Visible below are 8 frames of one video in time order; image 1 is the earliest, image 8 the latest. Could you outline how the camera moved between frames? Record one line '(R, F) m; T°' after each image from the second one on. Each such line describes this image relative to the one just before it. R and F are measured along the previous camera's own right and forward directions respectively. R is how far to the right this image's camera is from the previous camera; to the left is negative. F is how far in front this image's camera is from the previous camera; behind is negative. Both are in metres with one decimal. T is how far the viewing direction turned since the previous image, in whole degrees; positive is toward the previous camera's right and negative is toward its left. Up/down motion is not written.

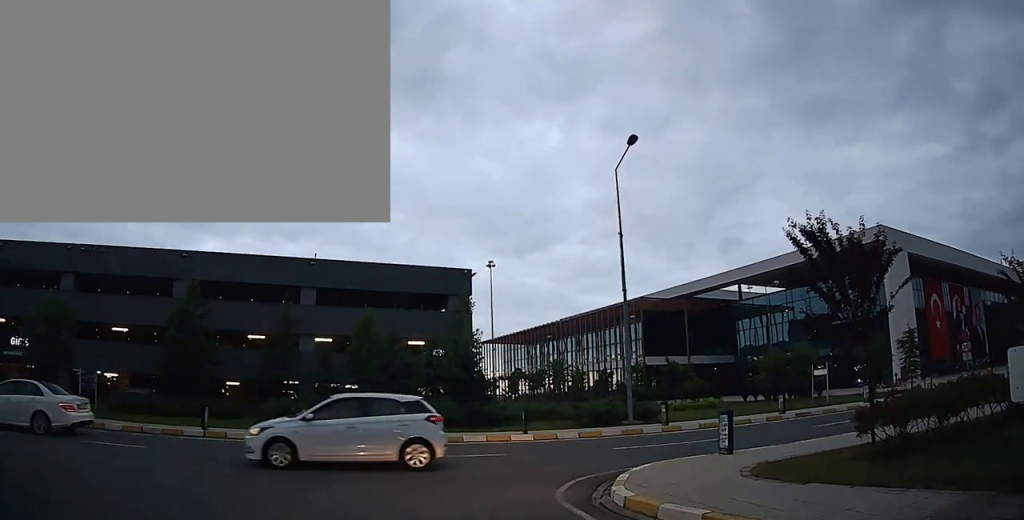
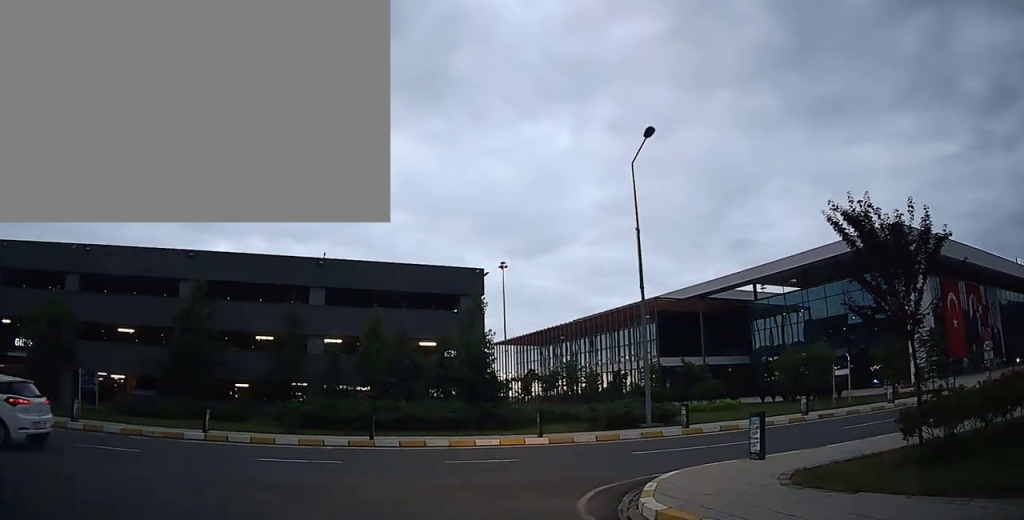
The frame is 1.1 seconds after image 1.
(-0.1, +0.9) m; -11°
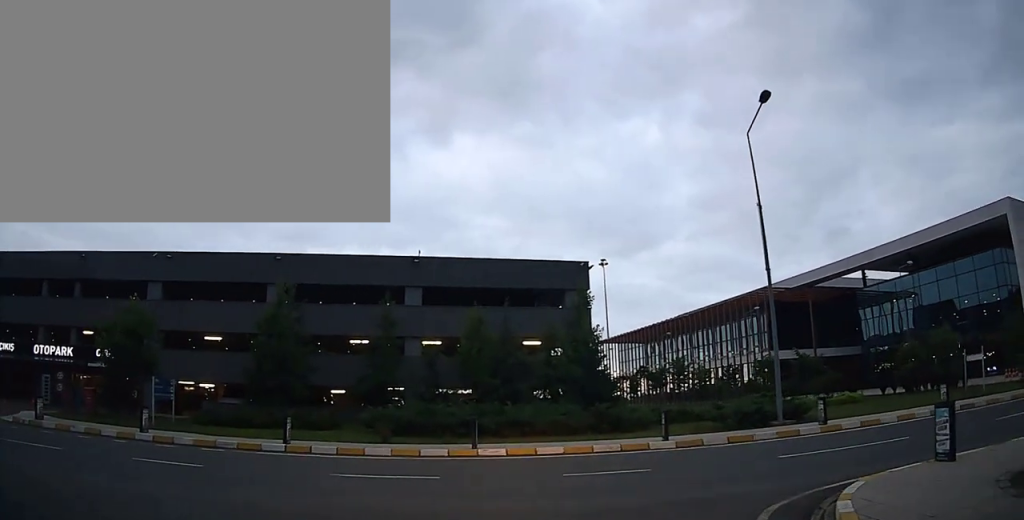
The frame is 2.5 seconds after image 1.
(-0.3, +2.2) m; -11°
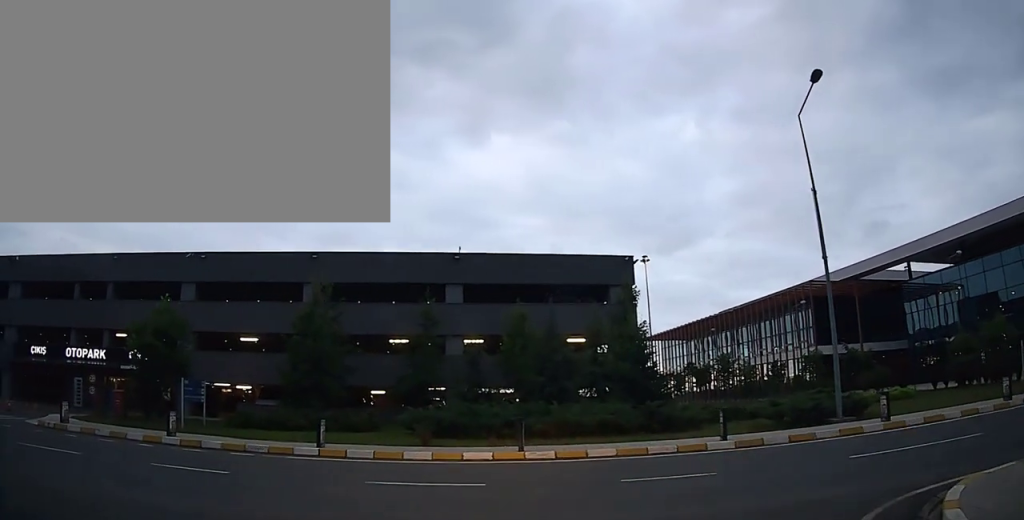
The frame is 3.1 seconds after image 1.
(0.0, +0.9) m; -1°
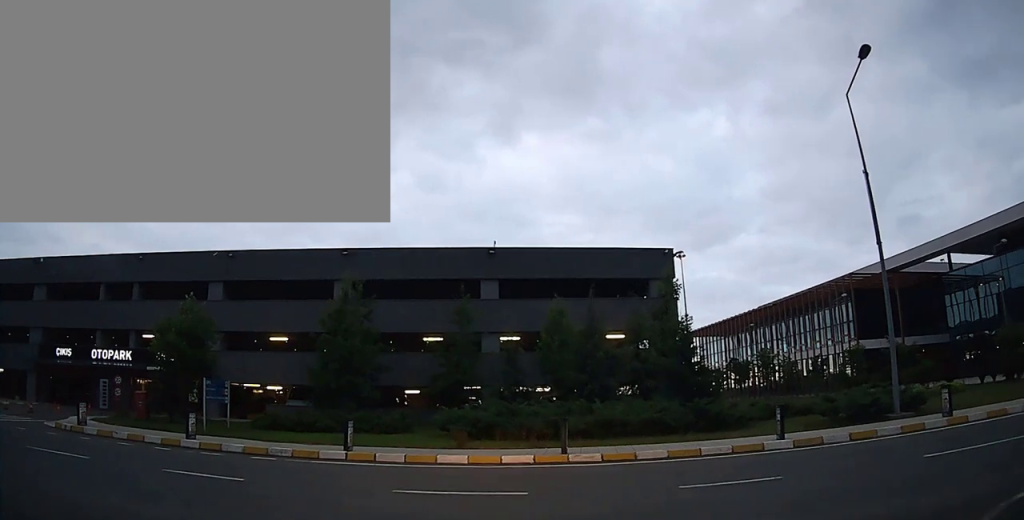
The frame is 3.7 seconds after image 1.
(0.0, +1.0) m; -4°
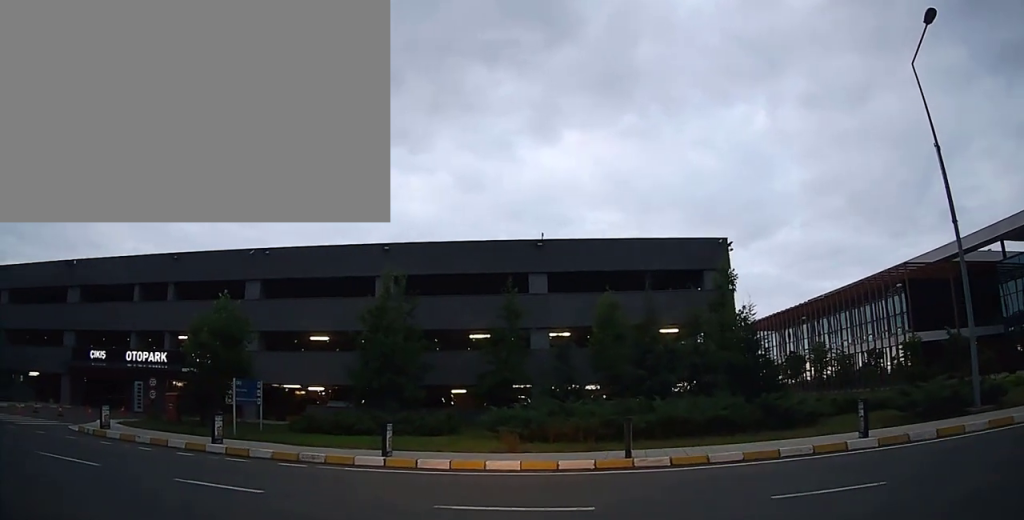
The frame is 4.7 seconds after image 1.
(-0.2, +1.7) m; -14°
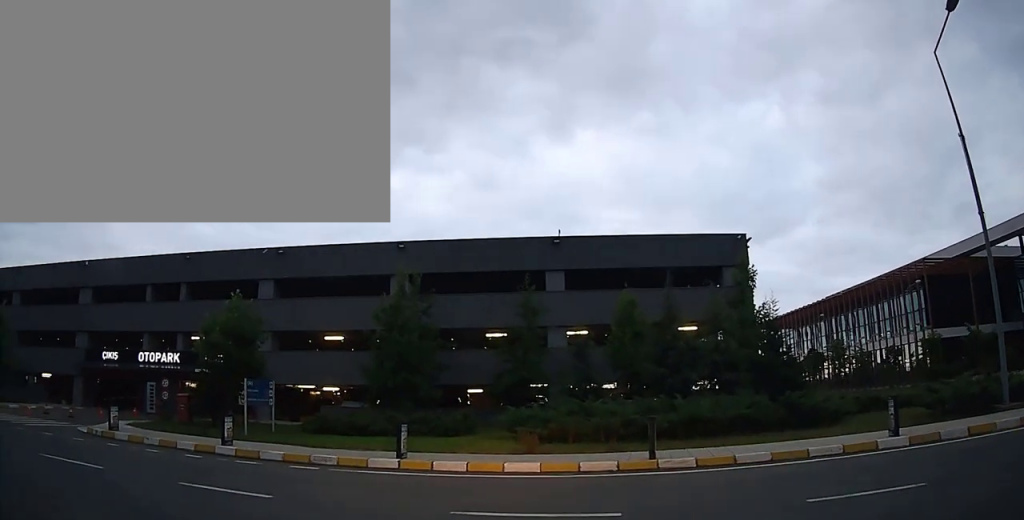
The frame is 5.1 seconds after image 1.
(-0.1, +0.7) m; -6°
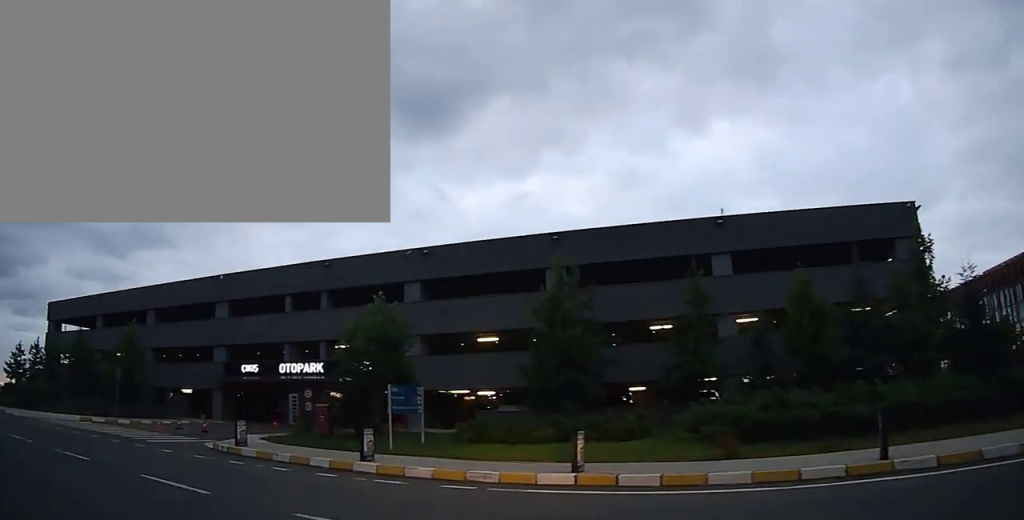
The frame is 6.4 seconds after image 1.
(-0.4, +3.2) m; -15°
